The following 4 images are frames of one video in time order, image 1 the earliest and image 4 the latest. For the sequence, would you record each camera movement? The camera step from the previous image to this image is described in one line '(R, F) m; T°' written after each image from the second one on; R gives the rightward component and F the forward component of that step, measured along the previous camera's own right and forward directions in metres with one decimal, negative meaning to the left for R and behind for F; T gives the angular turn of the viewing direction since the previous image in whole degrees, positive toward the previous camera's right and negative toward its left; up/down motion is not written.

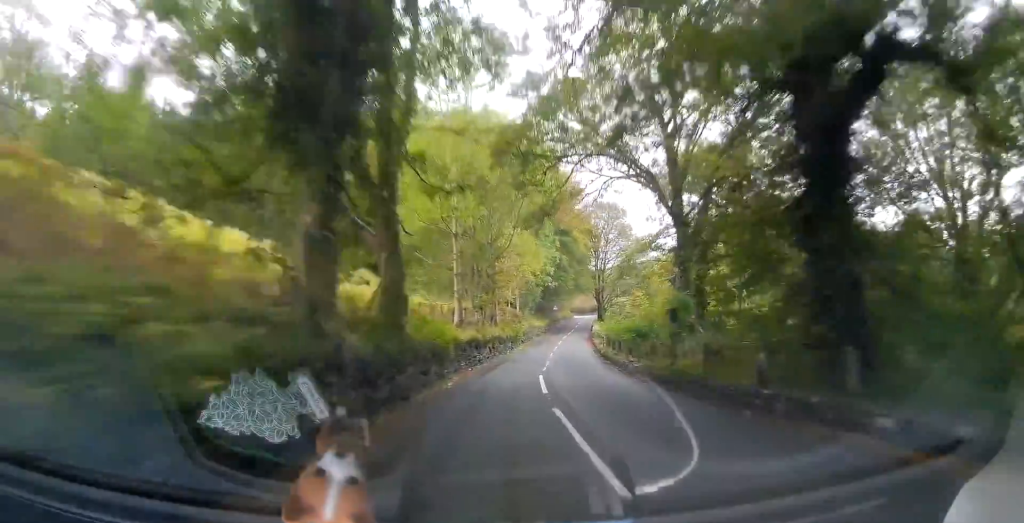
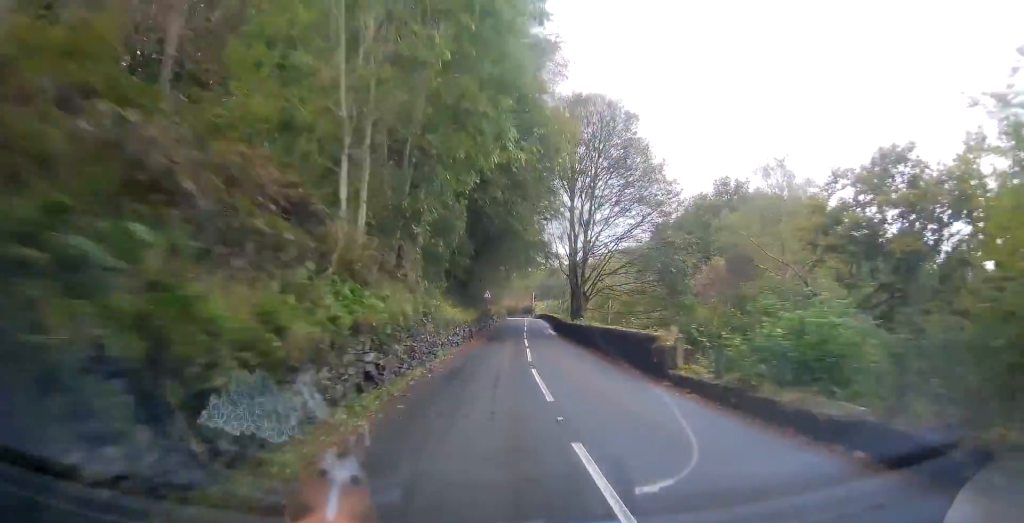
(+4.1, +41.2) m; +9°
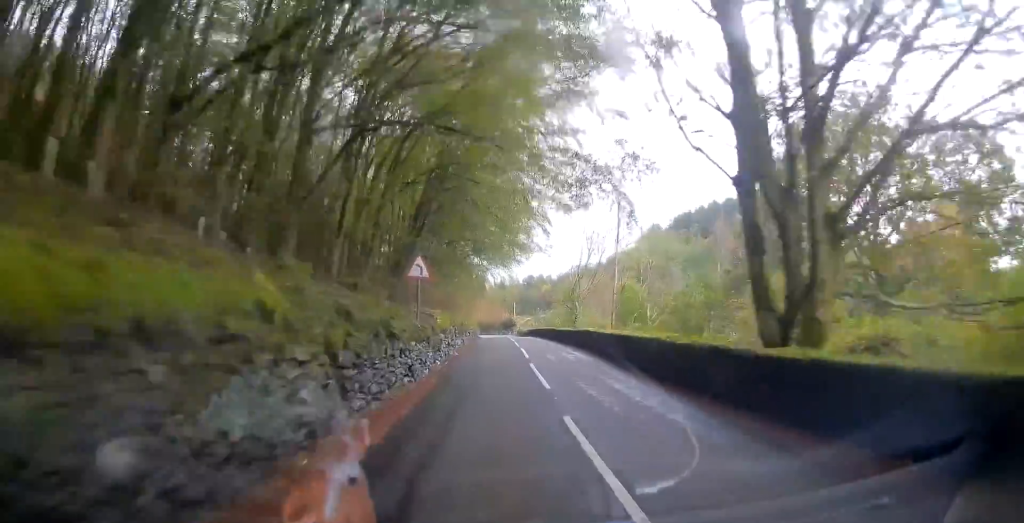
(+0.8, +35.0) m; +2°
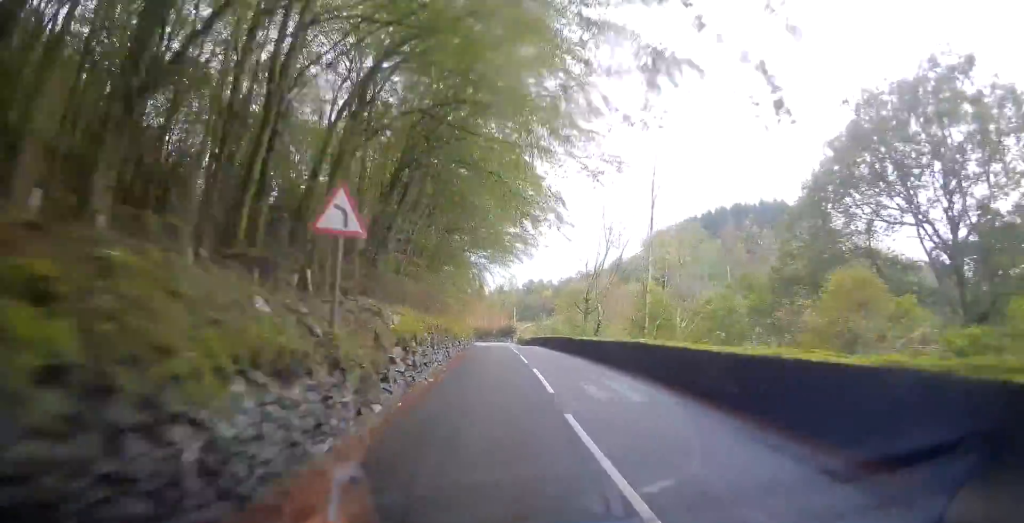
(+0.2, +9.2) m; +1°
